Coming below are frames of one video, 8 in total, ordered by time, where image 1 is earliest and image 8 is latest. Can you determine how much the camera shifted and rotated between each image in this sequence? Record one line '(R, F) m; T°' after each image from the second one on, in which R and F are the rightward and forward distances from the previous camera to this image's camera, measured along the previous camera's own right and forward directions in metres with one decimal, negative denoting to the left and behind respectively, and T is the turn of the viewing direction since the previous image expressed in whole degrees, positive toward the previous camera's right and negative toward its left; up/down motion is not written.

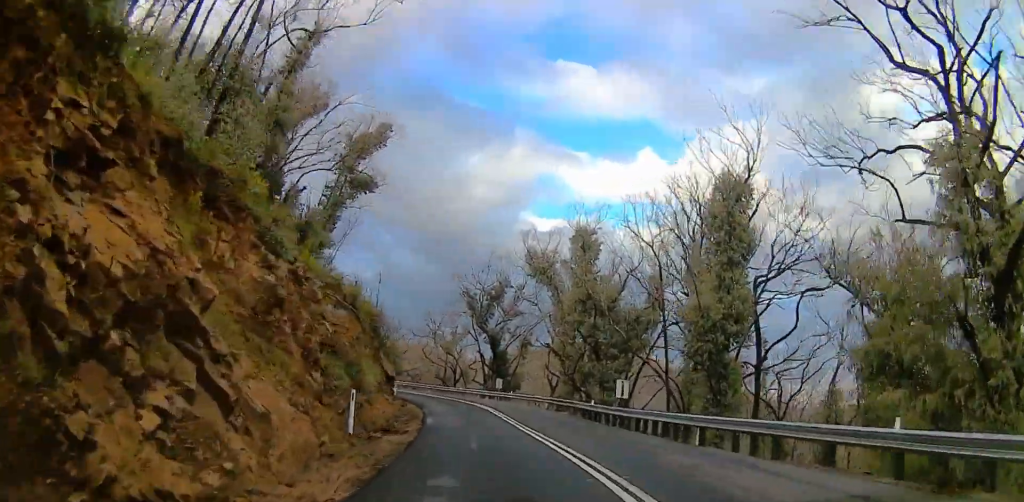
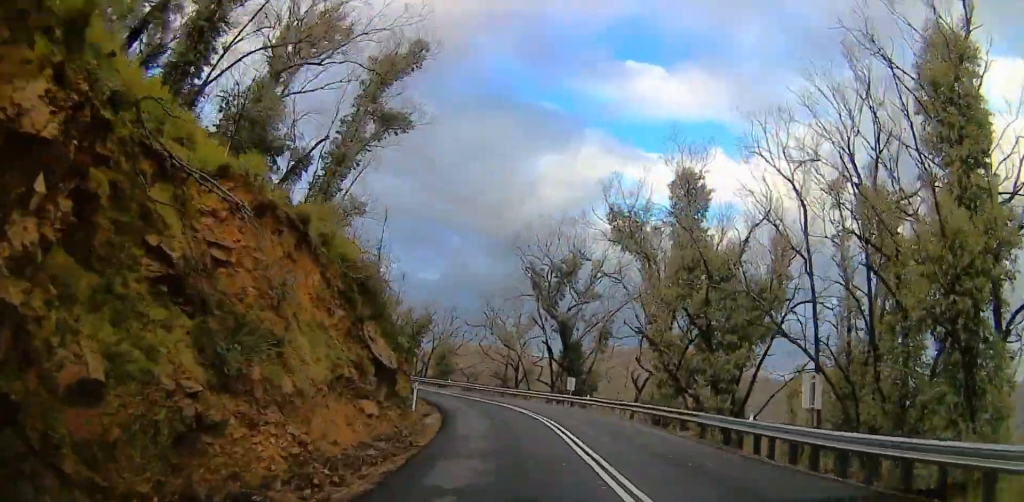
(-0.4, +13.2) m; -8°
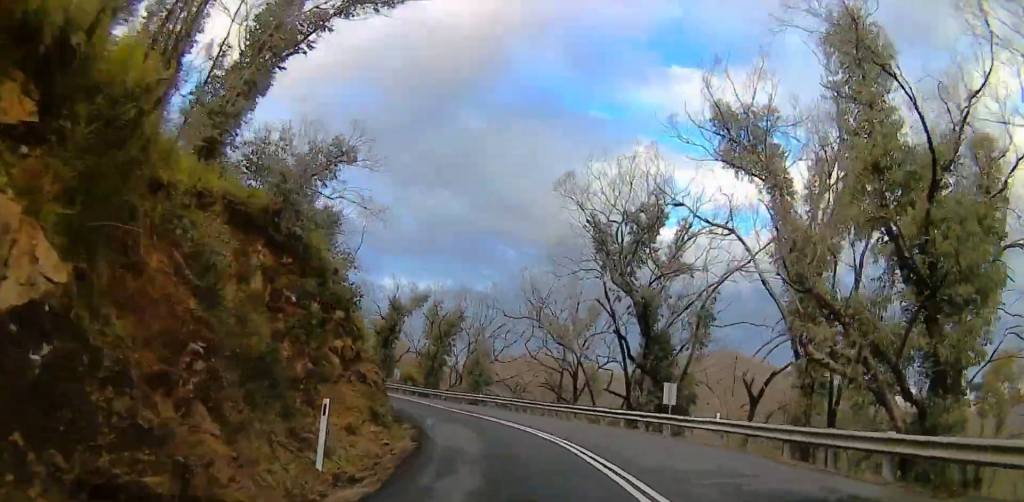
(-2.1, +16.1) m; -12°
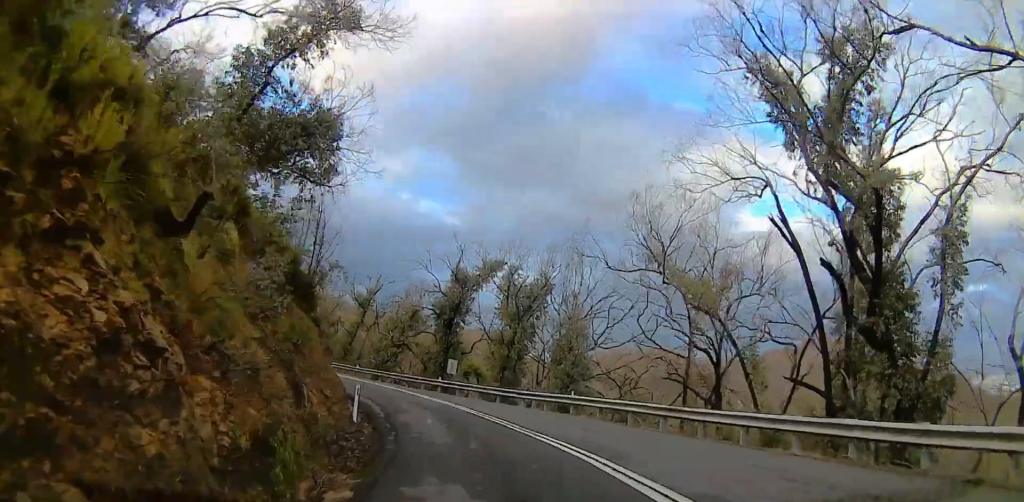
(-1.0, +14.9) m; -9°
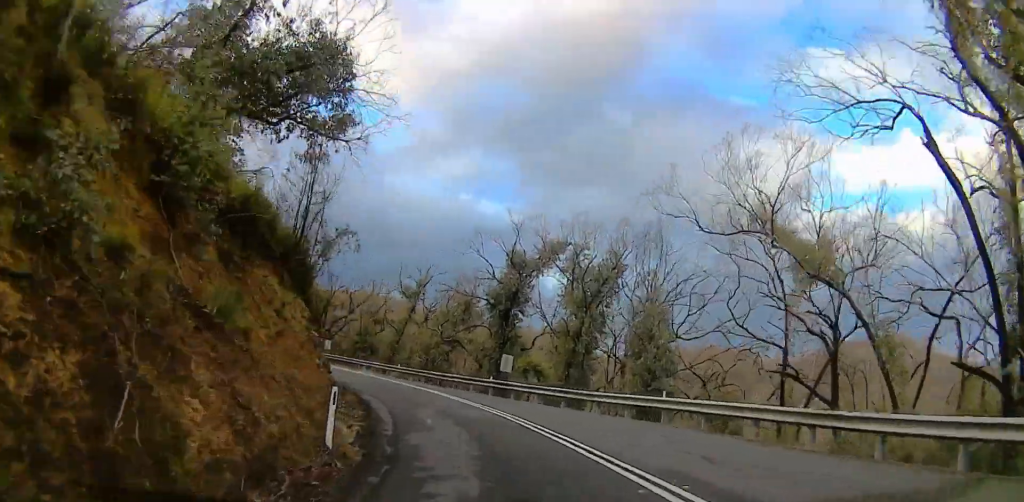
(+0.4, +6.2) m; -5°
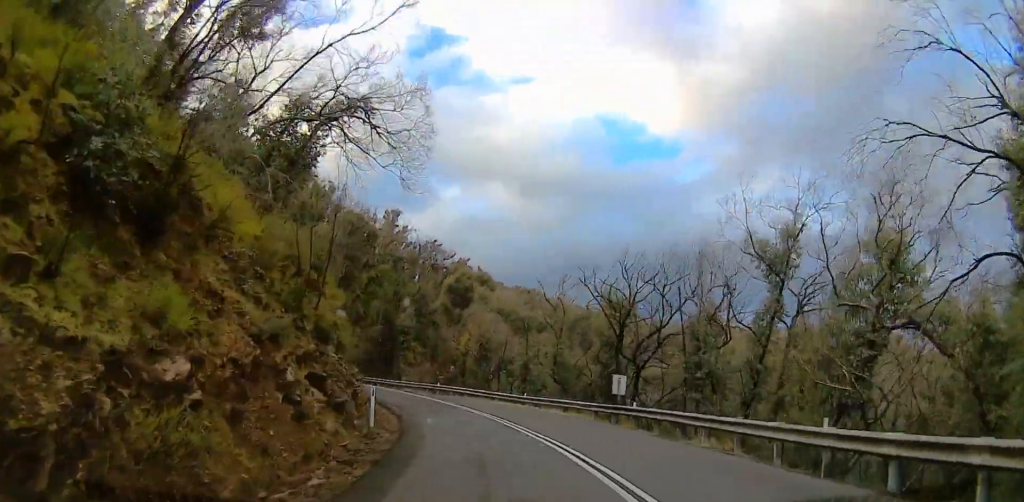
(-9.2, +26.9) m; -31°
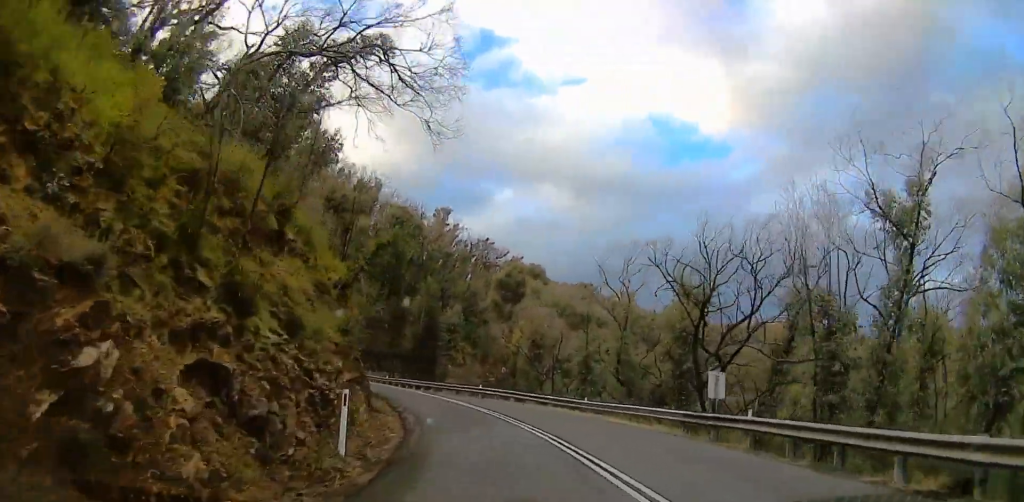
(-0.2, +7.5) m; -4°
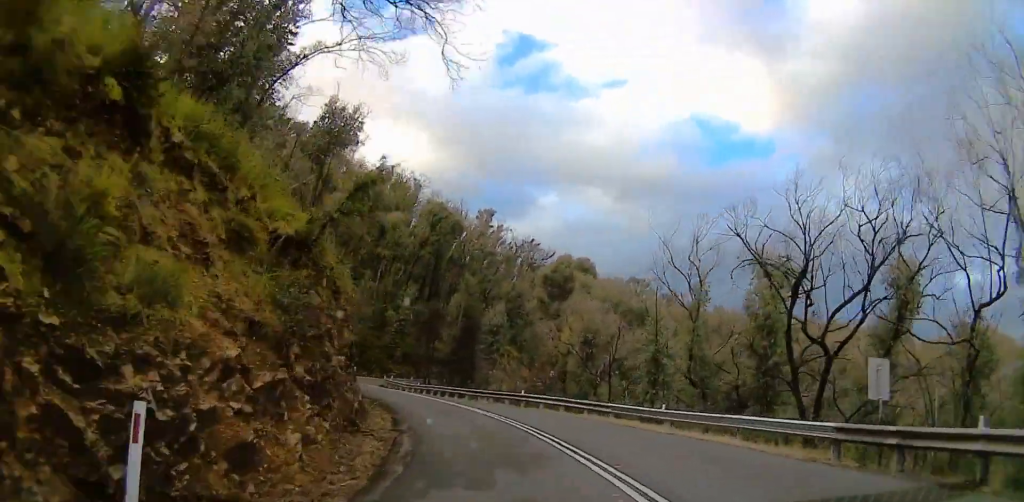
(+0.2, +7.0) m; -3°
